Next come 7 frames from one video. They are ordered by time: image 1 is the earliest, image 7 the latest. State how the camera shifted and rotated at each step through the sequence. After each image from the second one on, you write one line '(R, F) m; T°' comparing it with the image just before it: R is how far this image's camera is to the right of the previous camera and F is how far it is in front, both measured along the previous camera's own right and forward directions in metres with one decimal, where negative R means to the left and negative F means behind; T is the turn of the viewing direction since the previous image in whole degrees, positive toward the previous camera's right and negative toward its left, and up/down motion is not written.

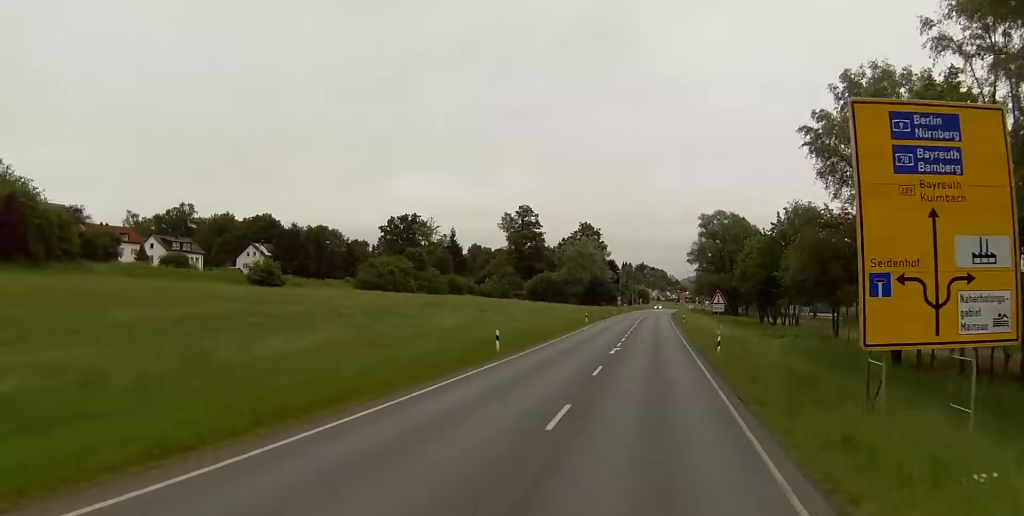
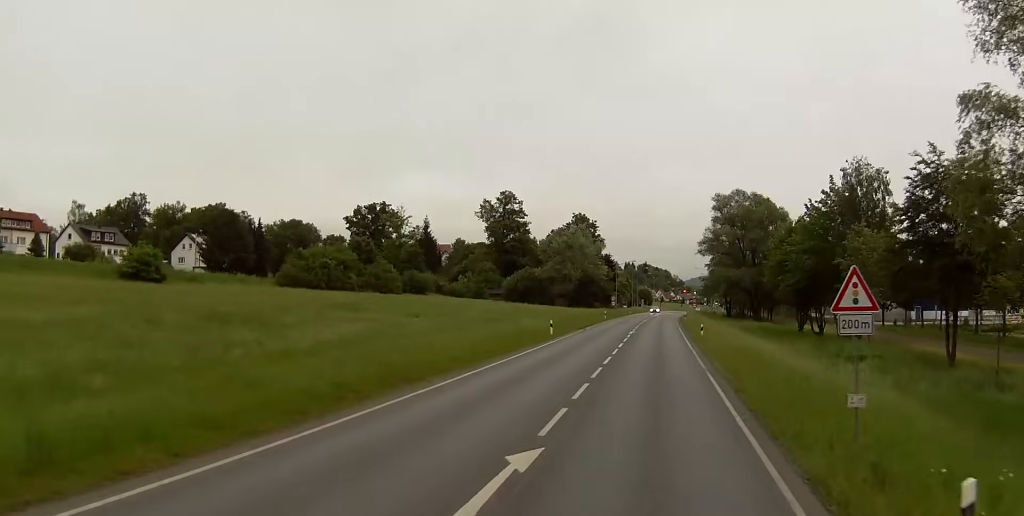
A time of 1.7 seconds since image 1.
(+0.3, +31.4) m; -1°
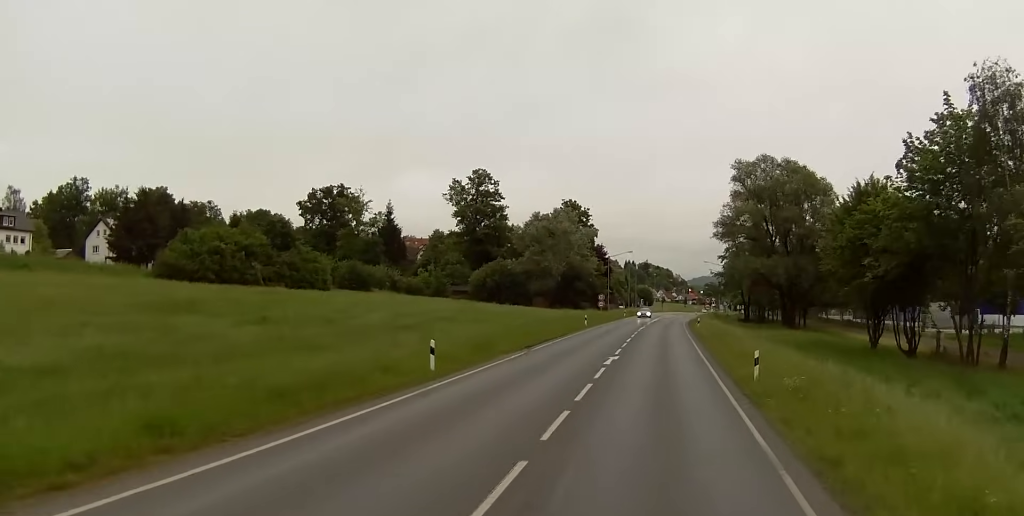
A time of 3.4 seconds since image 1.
(-0.3, +31.1) m; +1°
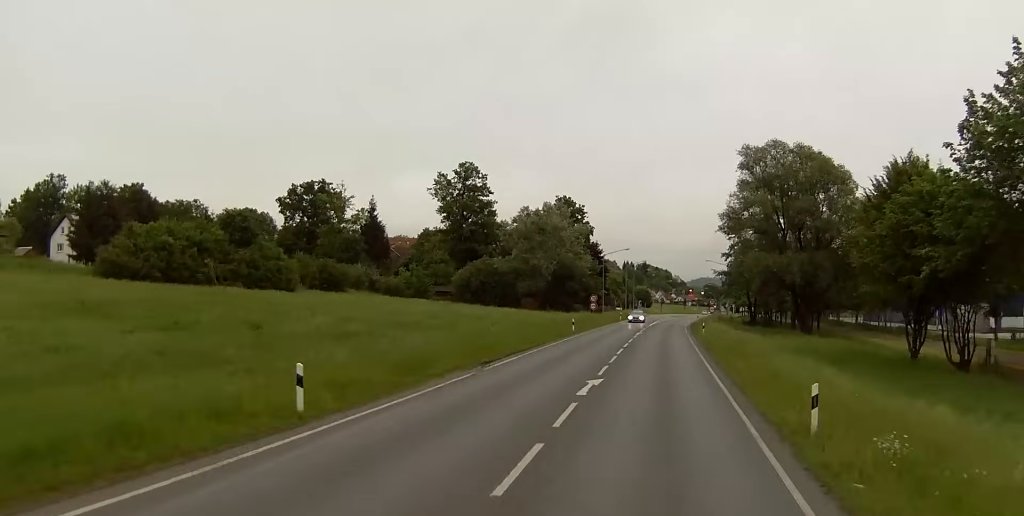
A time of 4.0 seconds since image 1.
(+0.3, +10.3) m; 0°
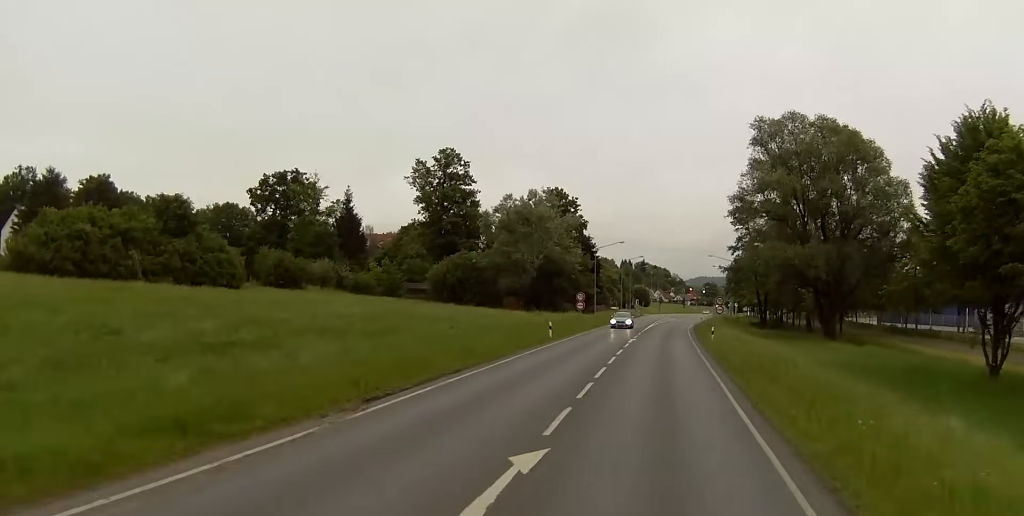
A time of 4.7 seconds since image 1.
(-0.1, +13.2) m; -1°
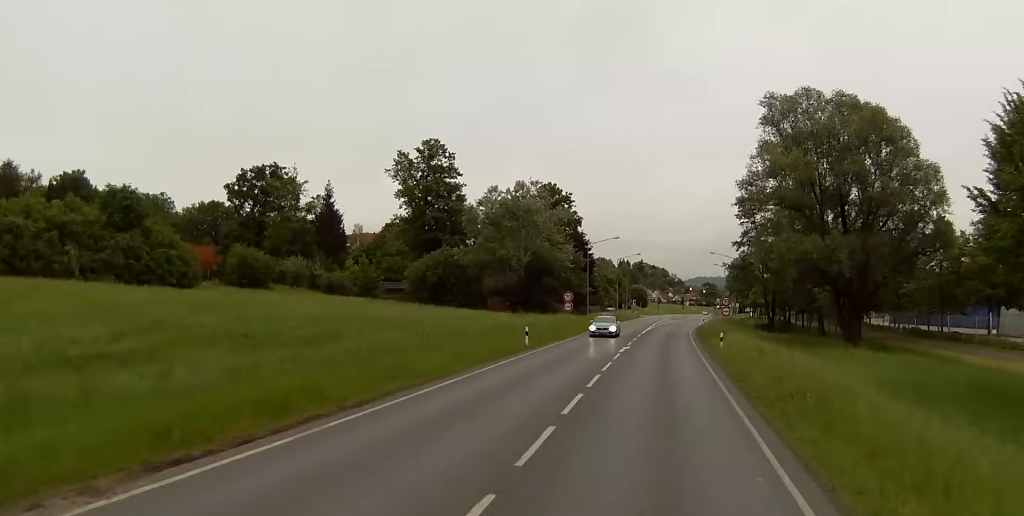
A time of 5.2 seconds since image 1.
(-0.1, +9.0) m; -1°
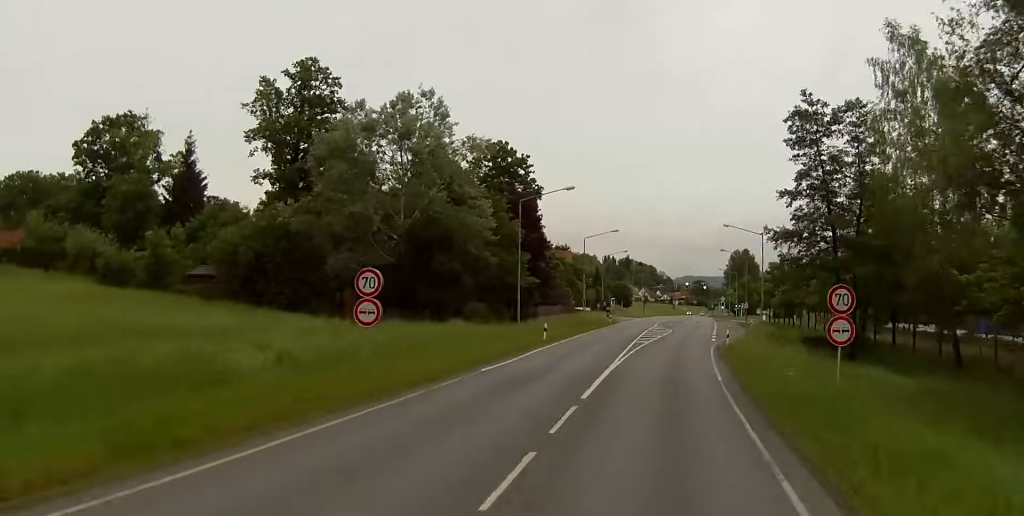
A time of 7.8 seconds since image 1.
(+0.9, +45.2) m; +1°
